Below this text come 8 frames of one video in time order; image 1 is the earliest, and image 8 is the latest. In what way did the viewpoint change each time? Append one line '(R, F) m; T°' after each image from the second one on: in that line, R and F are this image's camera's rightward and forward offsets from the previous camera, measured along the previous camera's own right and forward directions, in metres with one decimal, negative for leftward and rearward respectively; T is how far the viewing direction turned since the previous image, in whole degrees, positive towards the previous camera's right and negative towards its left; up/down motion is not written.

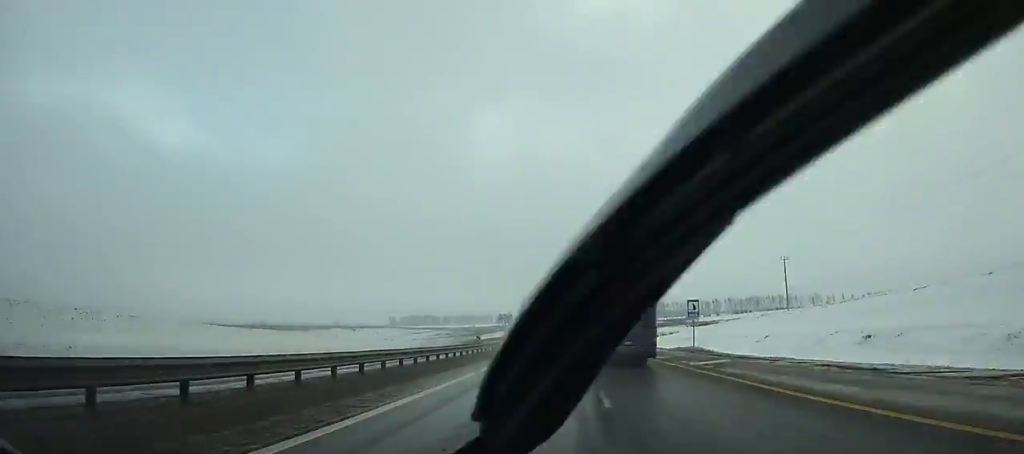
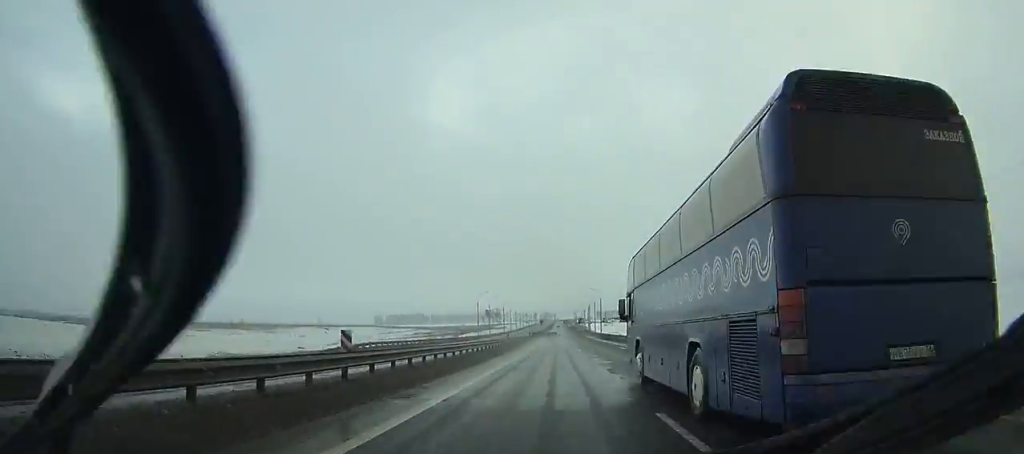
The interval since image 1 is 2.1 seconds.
(+0.5, +64.4) m; +1°
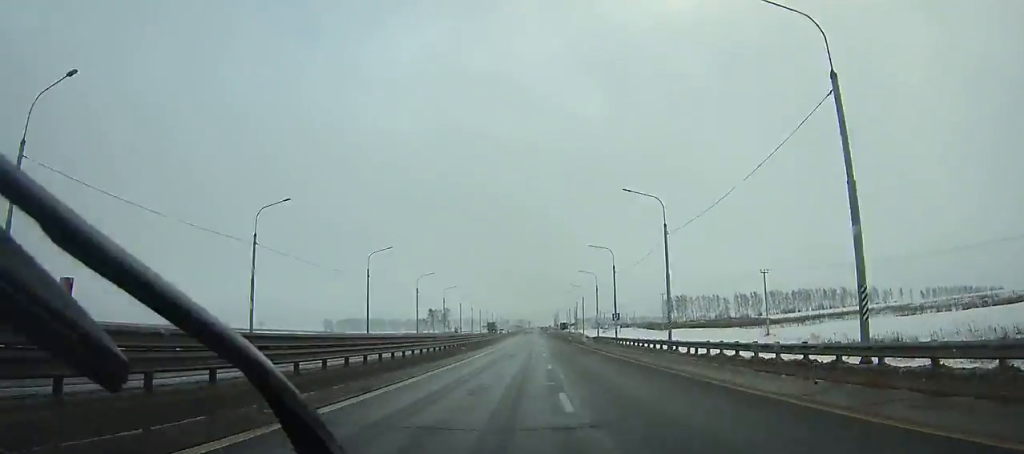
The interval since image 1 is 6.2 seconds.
(+1.2, +125.5) m; +1°
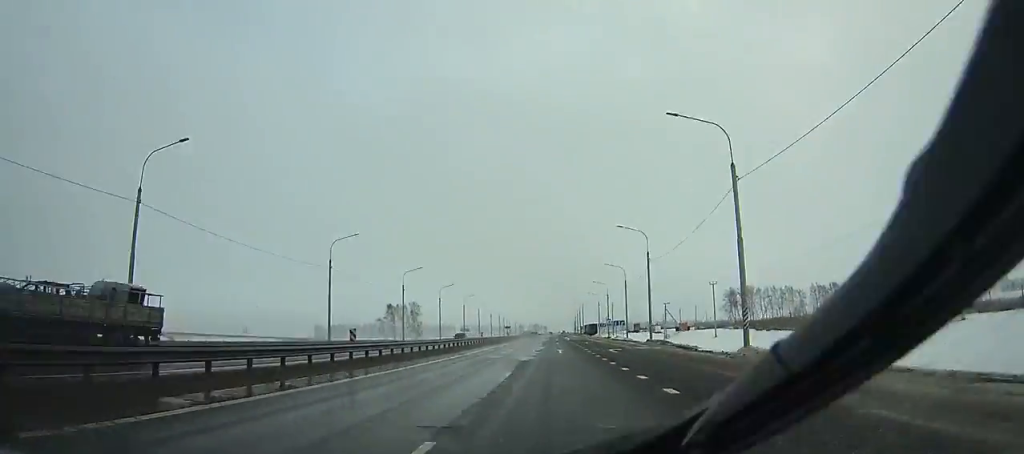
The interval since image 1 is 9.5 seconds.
(-0.3, +99.8) m; 0°
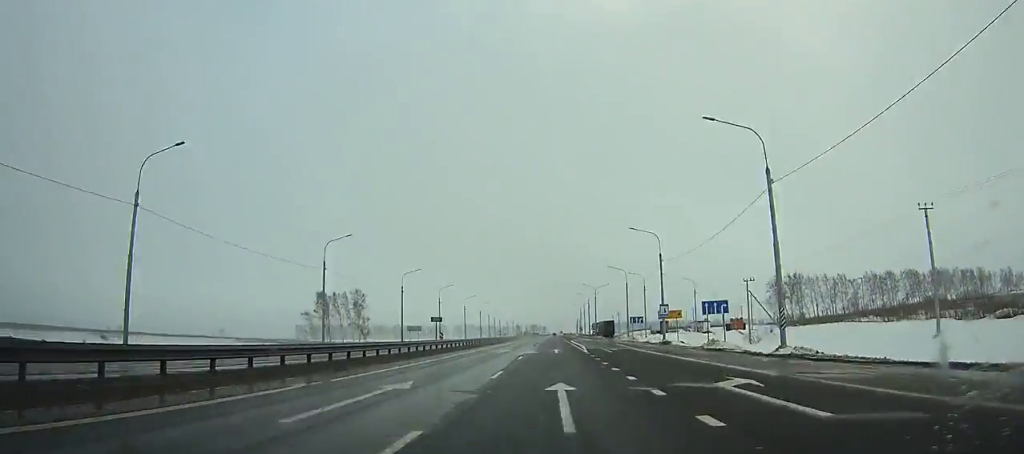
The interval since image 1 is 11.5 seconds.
(-0.2, +59.7) m; 0°
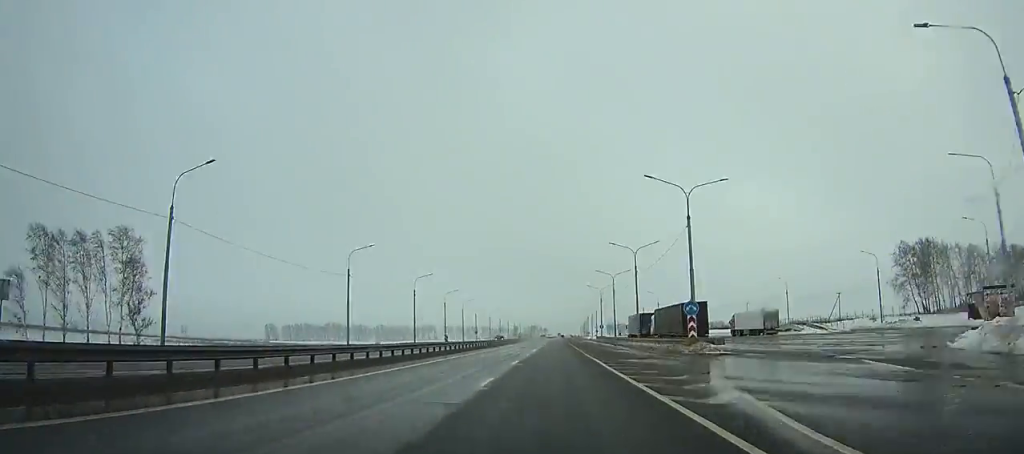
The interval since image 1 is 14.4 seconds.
(-0.2, +85.3) m; 0°
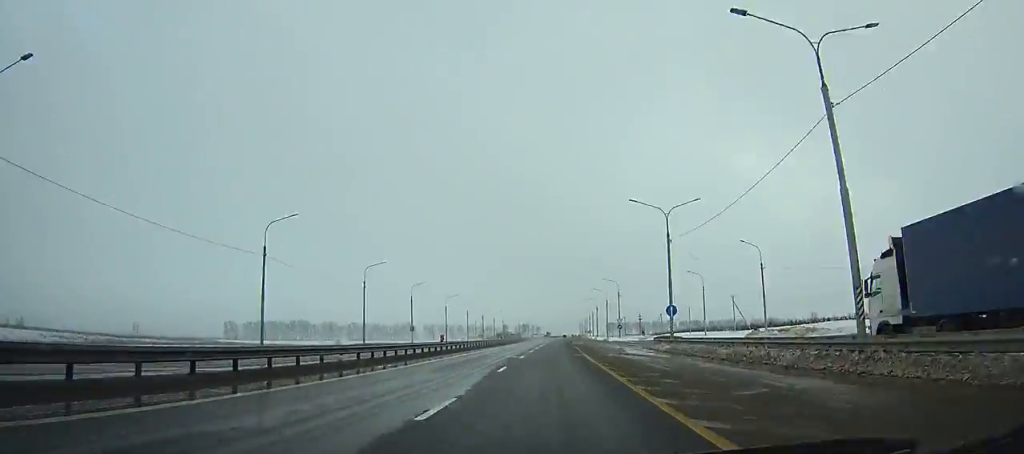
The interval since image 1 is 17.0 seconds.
(+0.2, +75.6) m; +1°
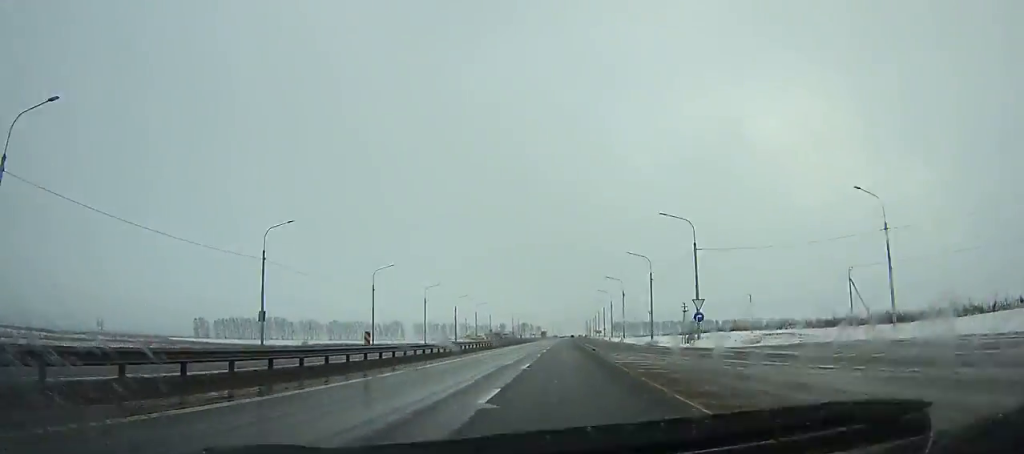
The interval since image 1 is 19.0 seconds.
(+0.2, +57.7) m; +1°
